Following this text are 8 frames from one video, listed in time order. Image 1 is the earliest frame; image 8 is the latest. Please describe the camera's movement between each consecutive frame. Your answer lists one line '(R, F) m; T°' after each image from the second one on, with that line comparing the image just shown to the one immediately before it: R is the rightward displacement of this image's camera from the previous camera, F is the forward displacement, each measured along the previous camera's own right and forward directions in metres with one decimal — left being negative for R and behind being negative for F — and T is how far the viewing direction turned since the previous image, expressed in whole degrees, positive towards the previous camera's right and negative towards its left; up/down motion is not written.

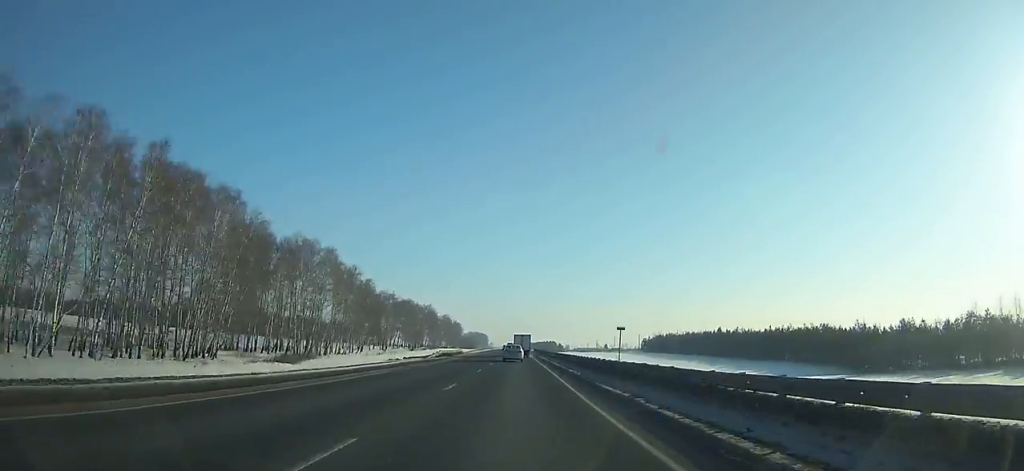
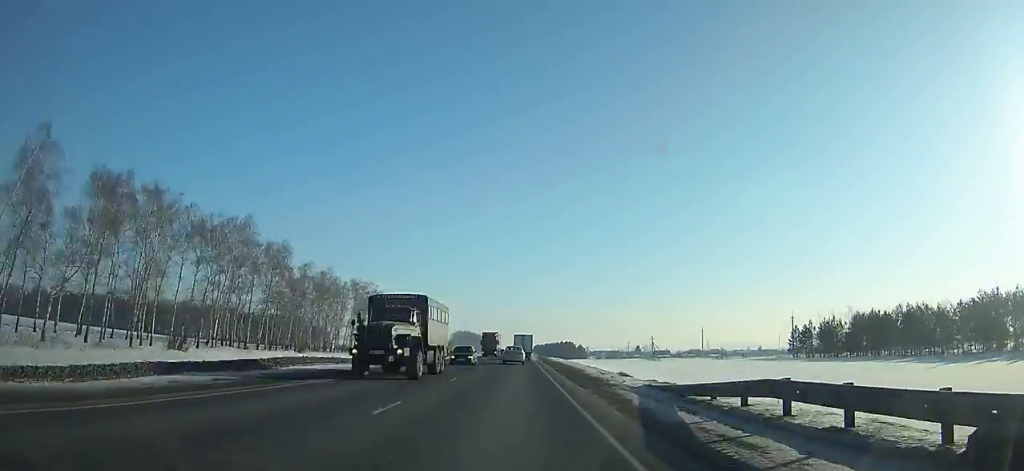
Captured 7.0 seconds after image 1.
(+0.1, +162.4) m; 0°
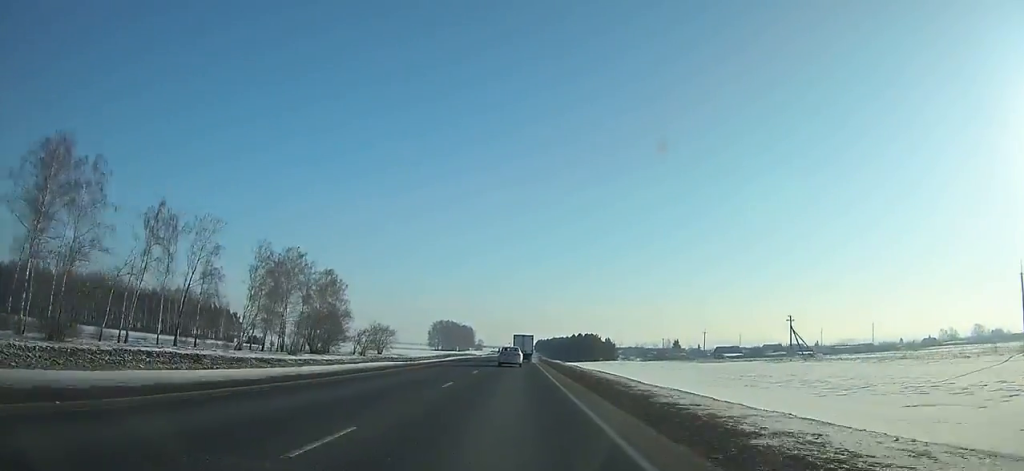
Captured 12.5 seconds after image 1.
(0.0, +124.5) m; 0°
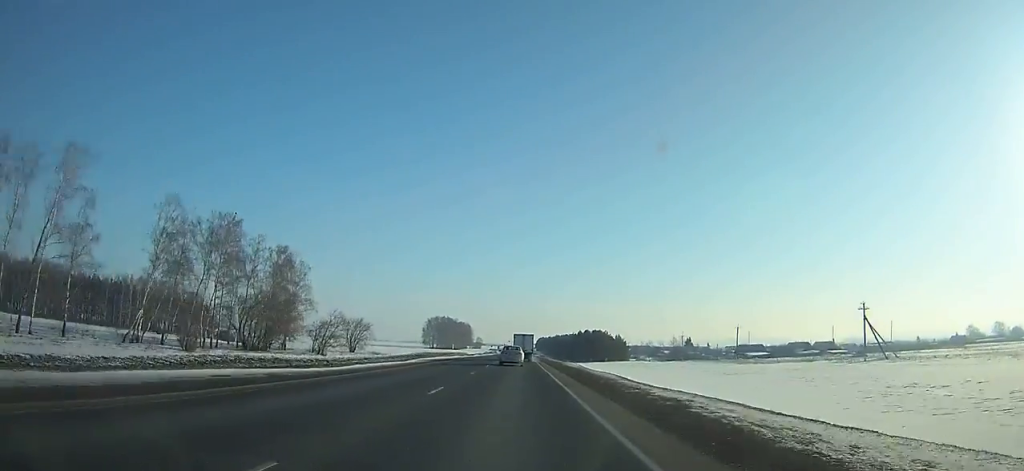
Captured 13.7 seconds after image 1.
(0.0, +26.8) m; 0°
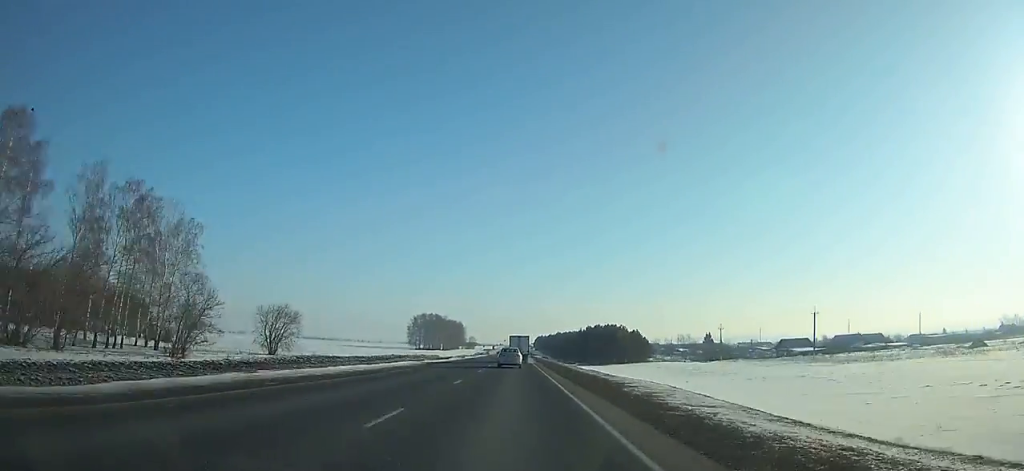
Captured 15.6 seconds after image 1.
(0.0, +42.4) m; 0°
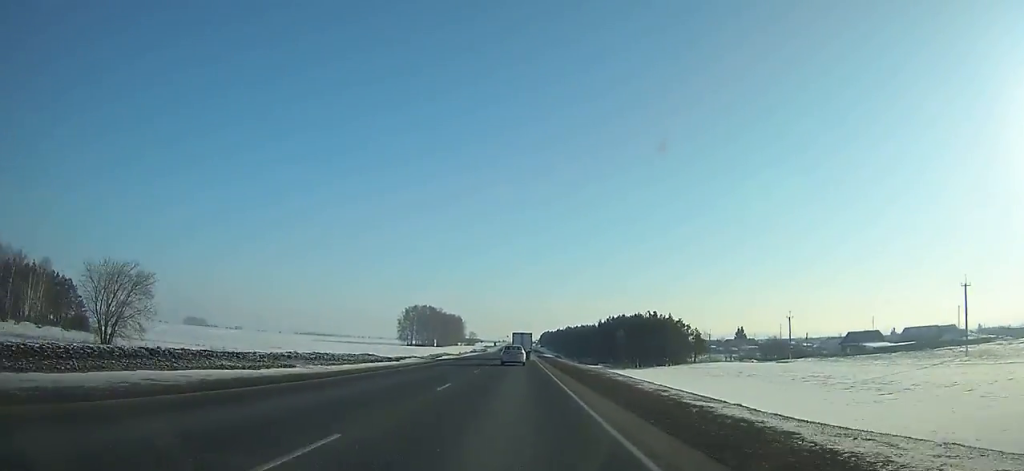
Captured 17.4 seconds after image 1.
(0.0, +39.9) m; 0°
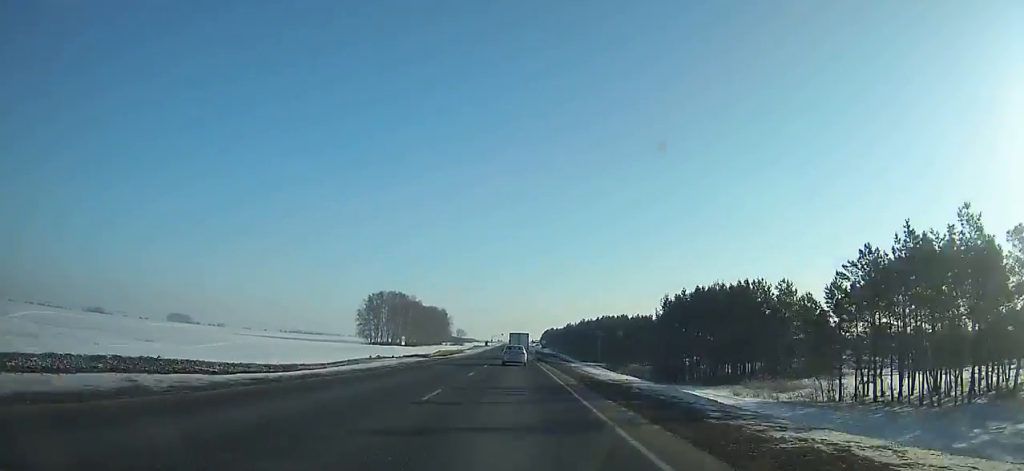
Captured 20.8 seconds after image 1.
(-0.1, +75.1) m; 0°
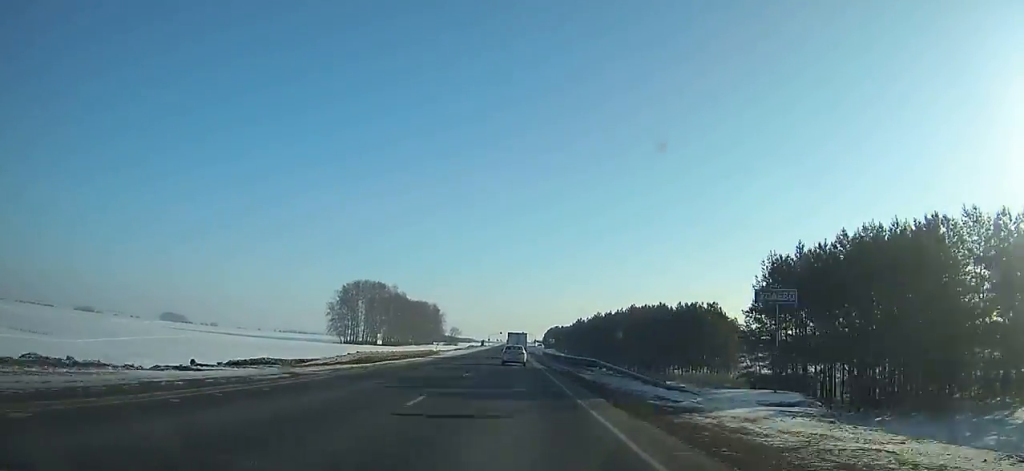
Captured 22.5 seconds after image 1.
(0.0, +37.5) m; 0°
